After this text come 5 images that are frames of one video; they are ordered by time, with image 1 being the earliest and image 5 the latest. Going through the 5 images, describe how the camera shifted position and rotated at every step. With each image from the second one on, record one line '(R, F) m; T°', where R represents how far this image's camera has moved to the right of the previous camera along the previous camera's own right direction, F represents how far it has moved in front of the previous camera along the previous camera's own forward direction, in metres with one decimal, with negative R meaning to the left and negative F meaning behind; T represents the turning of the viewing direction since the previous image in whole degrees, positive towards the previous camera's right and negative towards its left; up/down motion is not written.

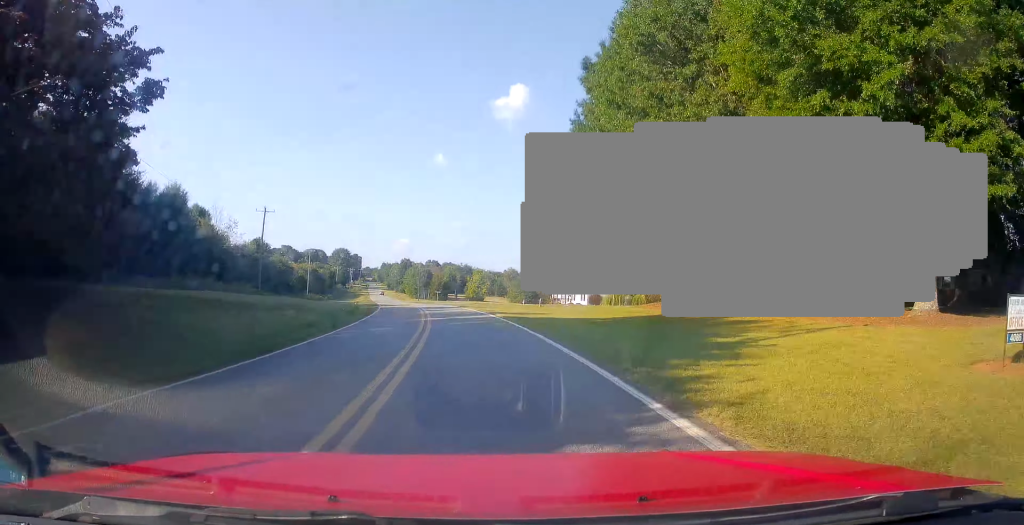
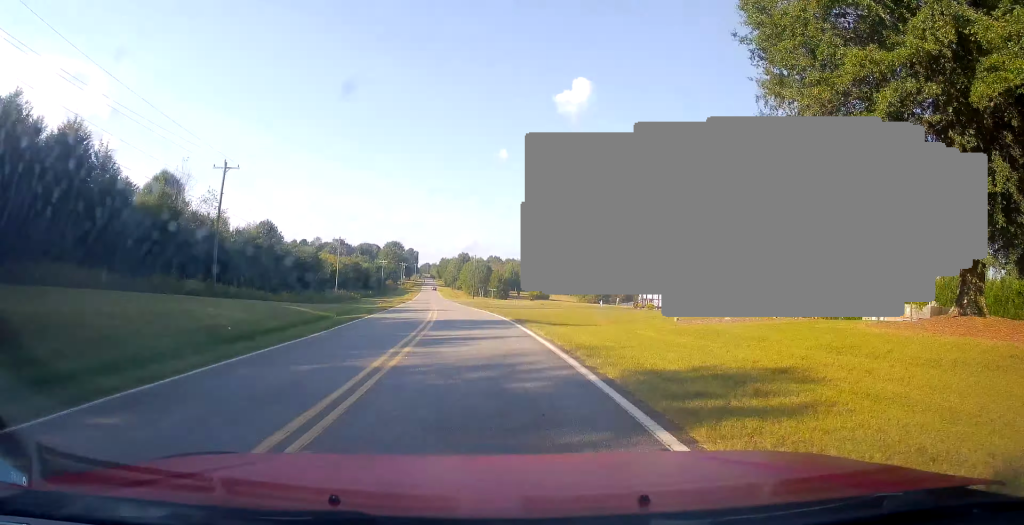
(-1.6, +23.7) m; -7°
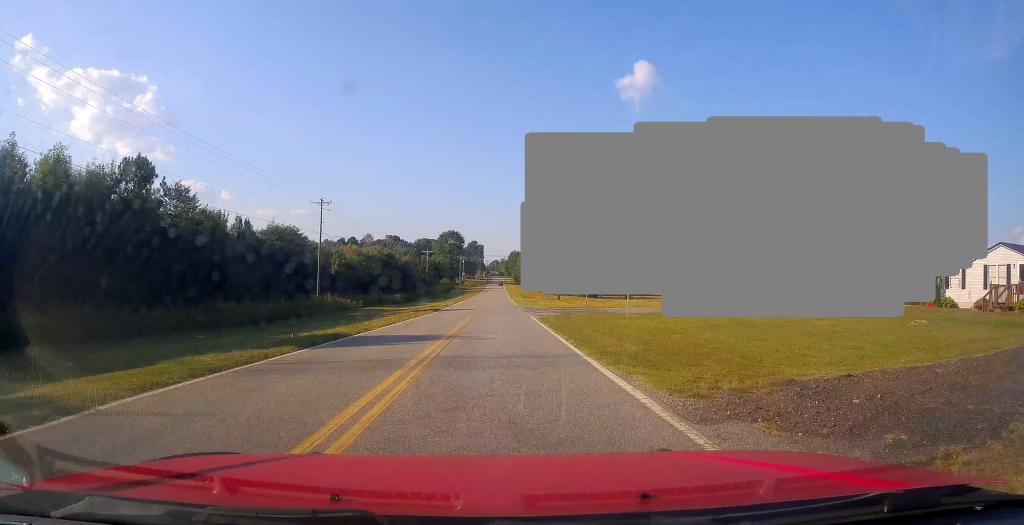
(-3.9, +49.6) m; -6°
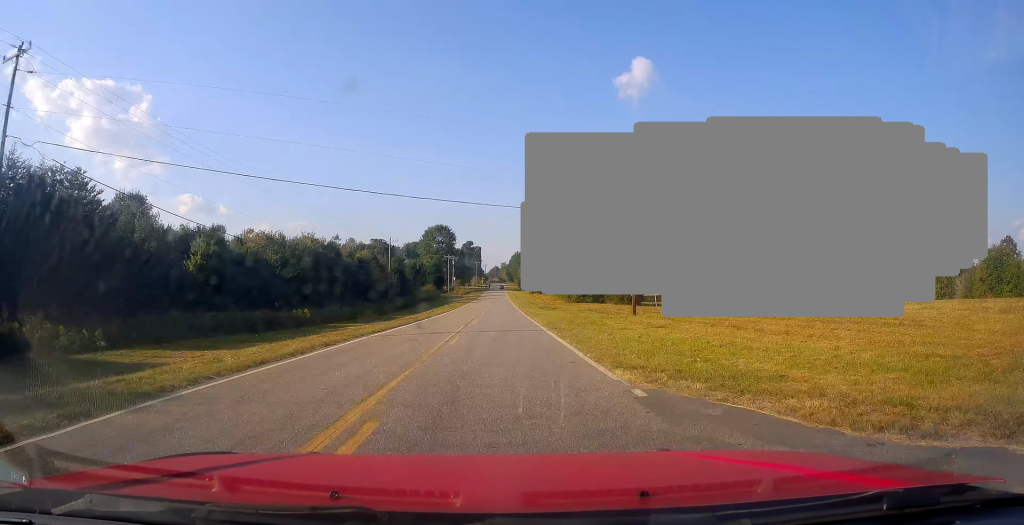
(-1.6, +45.0) m; -2°
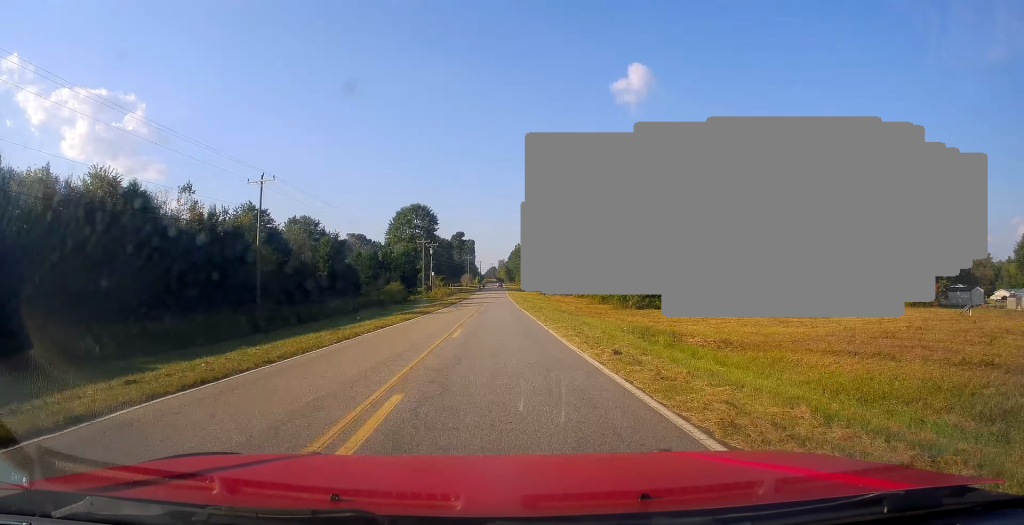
(+0.9, +47.8) m; +1°
